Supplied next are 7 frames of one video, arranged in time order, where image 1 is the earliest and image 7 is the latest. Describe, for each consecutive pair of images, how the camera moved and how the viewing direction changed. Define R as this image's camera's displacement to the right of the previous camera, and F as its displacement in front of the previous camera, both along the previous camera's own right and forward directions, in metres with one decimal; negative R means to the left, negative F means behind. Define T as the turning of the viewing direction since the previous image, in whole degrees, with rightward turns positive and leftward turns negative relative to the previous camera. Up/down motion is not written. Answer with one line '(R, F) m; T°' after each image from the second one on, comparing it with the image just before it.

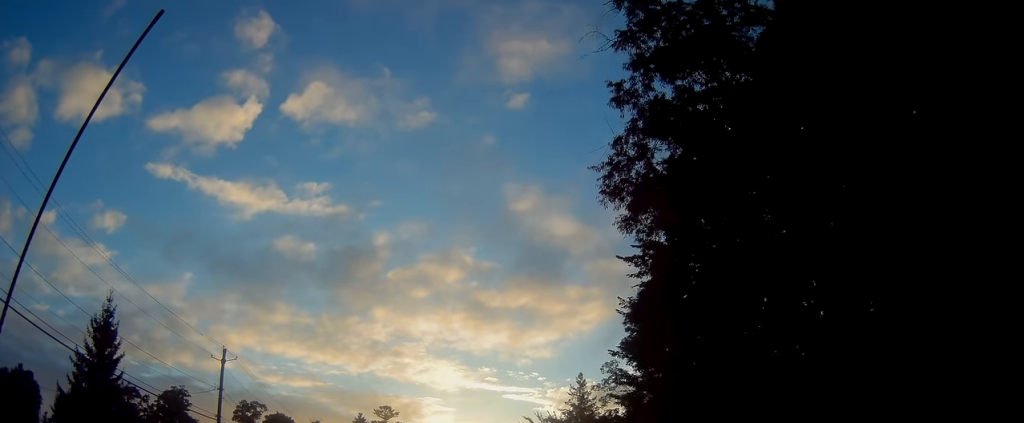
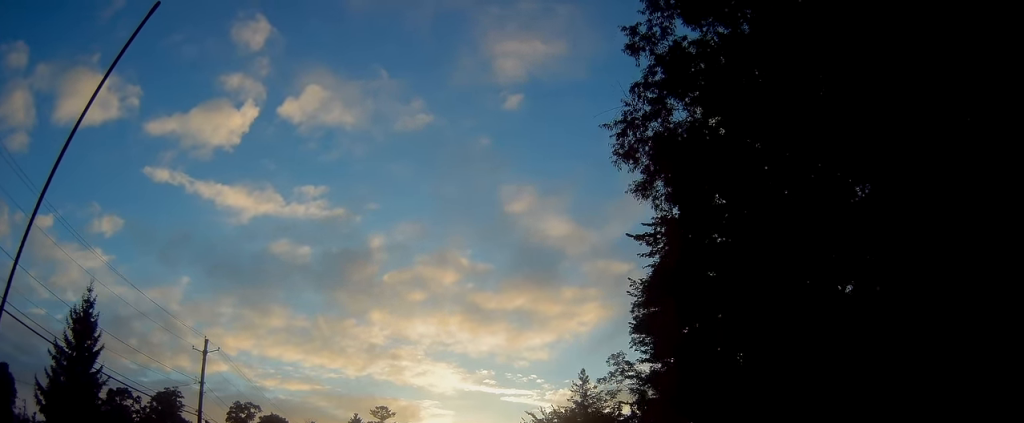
(-0.1, +2.7) m; -1°
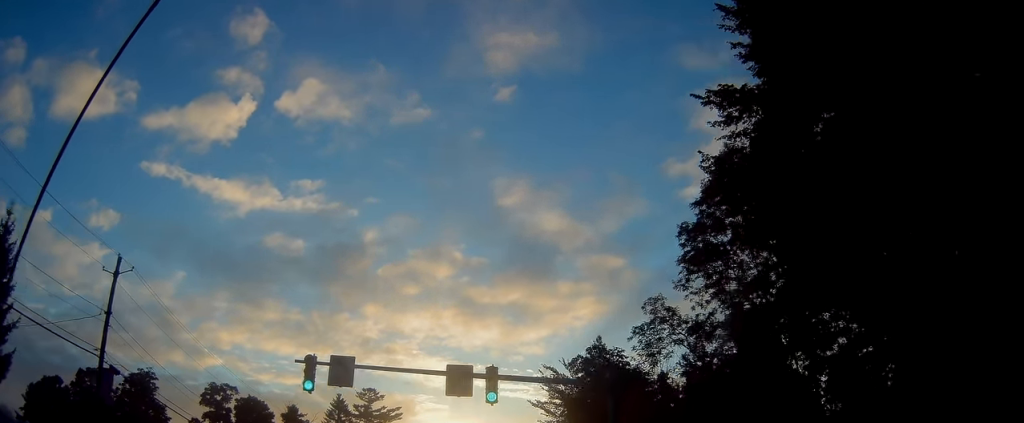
(+0.3, +9.4) m; +5°
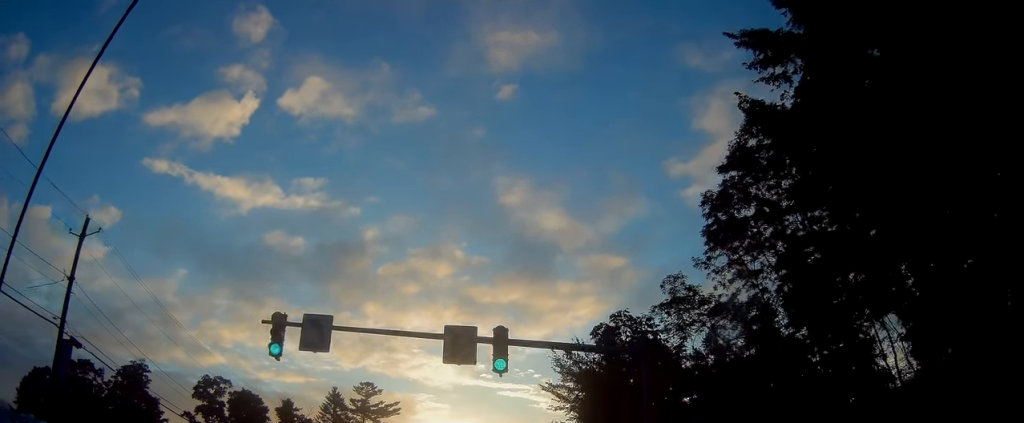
(0.0, +3.2) m; 0°
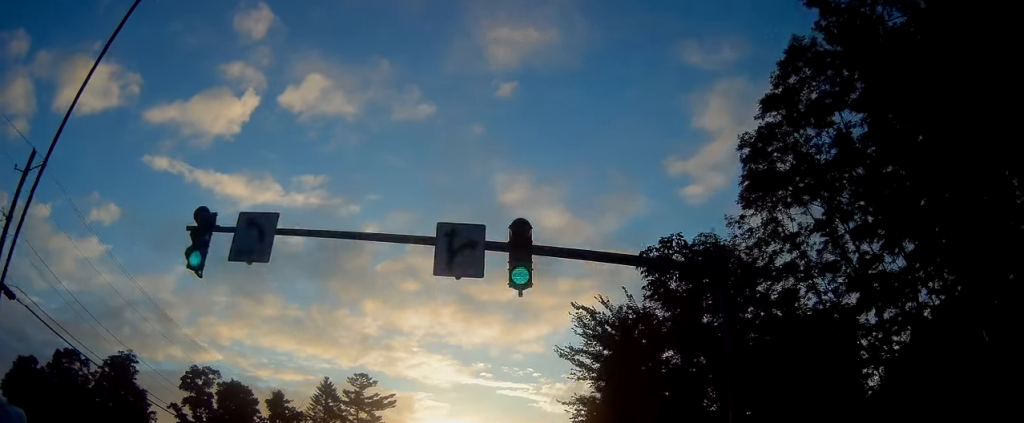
(0.0, +4.3) m; 0°
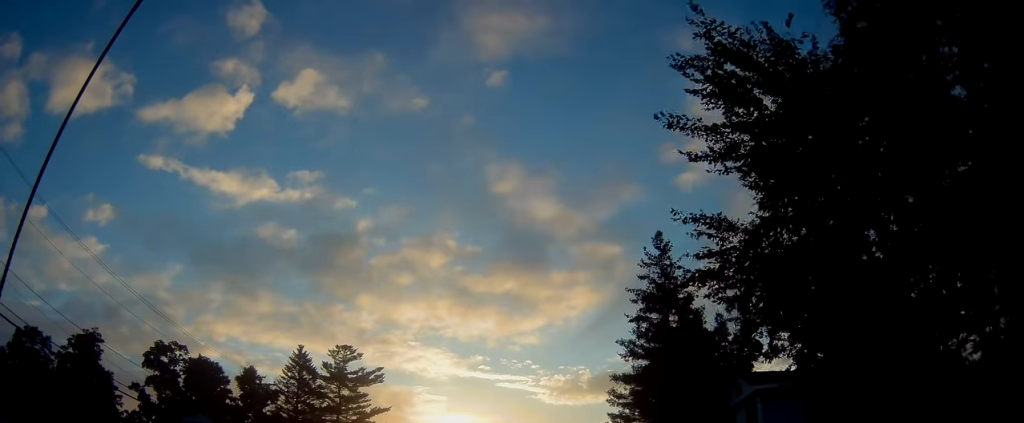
(0.0, +11.6) m; 0°
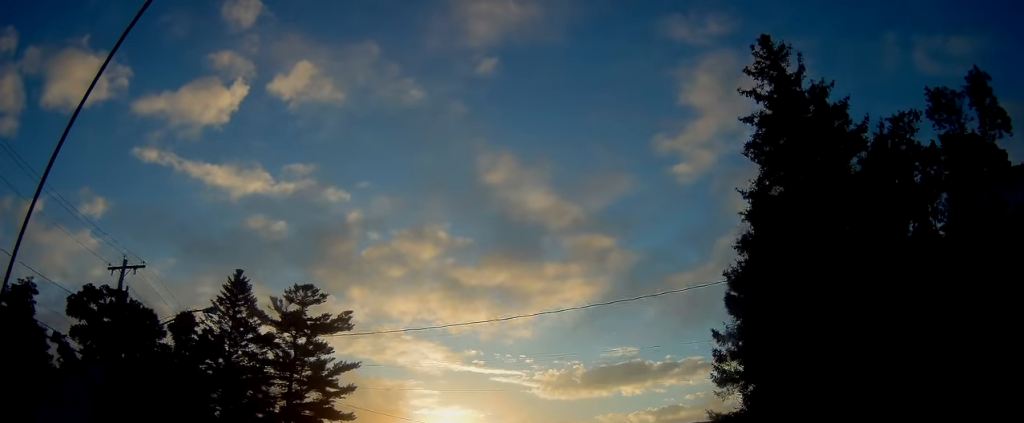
(0.0, +17.9) m; 0°
